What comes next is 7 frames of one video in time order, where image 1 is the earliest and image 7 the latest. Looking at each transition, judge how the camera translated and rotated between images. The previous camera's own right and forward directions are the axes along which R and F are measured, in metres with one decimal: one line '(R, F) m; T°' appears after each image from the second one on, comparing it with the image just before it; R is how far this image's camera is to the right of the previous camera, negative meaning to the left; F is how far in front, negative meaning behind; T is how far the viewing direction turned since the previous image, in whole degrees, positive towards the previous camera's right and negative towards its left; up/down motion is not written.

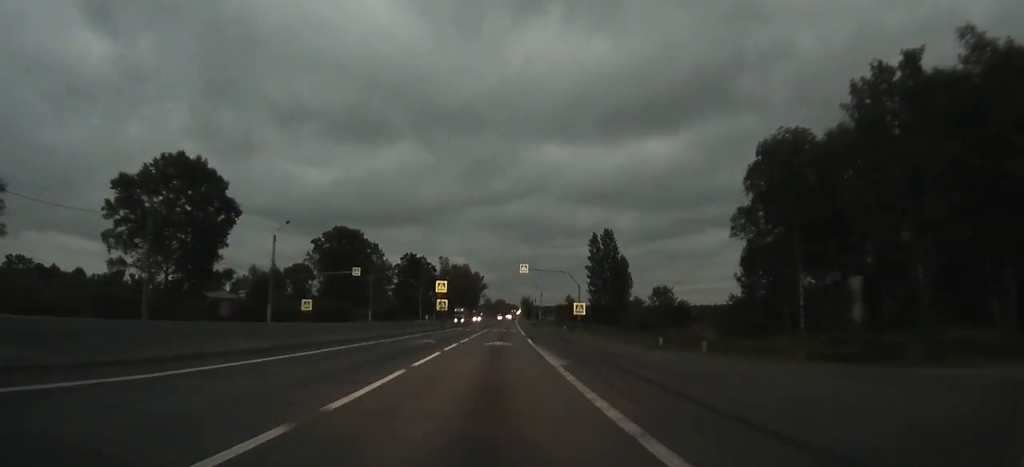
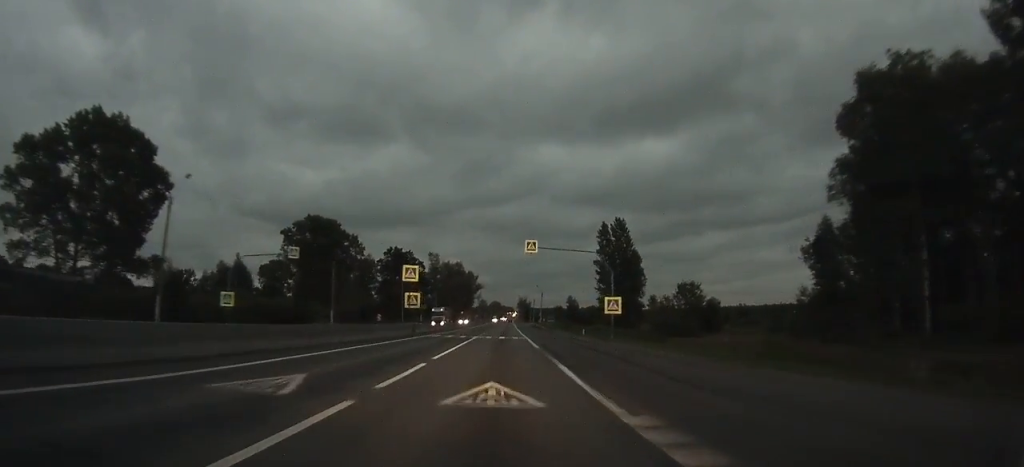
(+0.1, +20.8) m; +1°
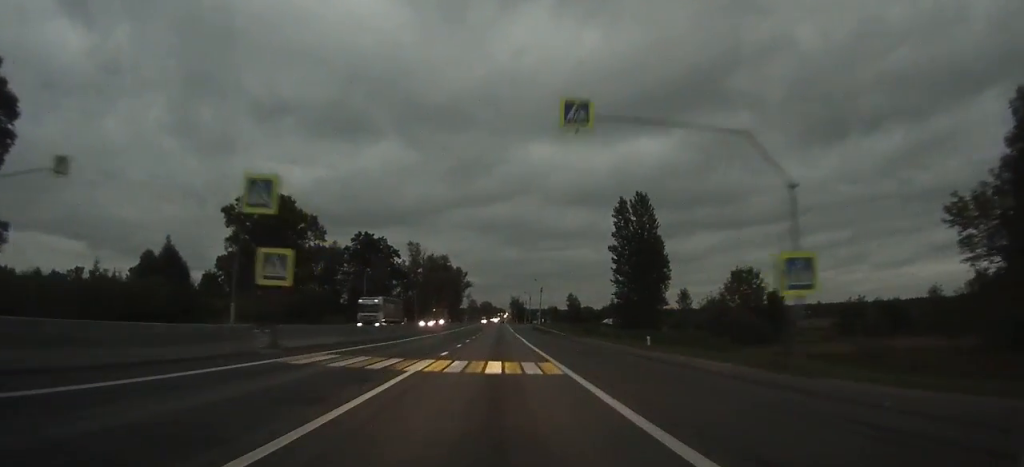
(+0.2, +28.5) m; +1°
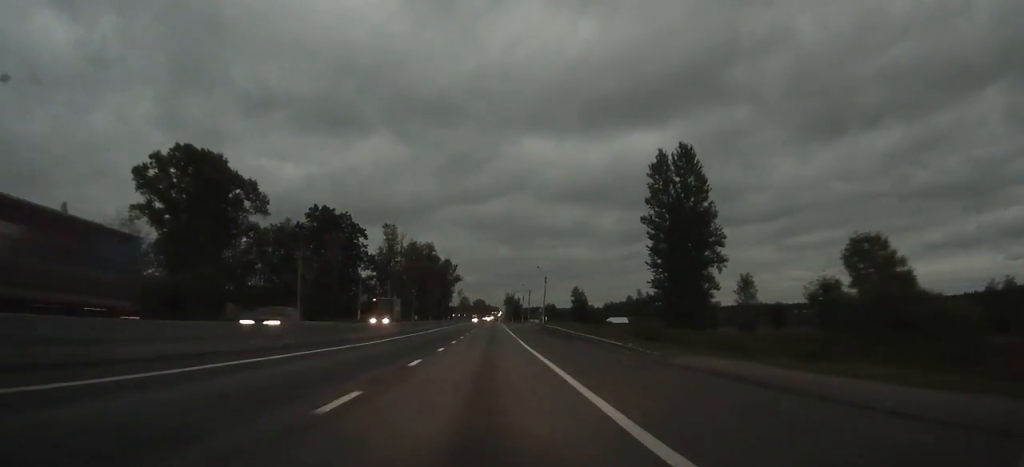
(+0.1, +29.8) m; +1°
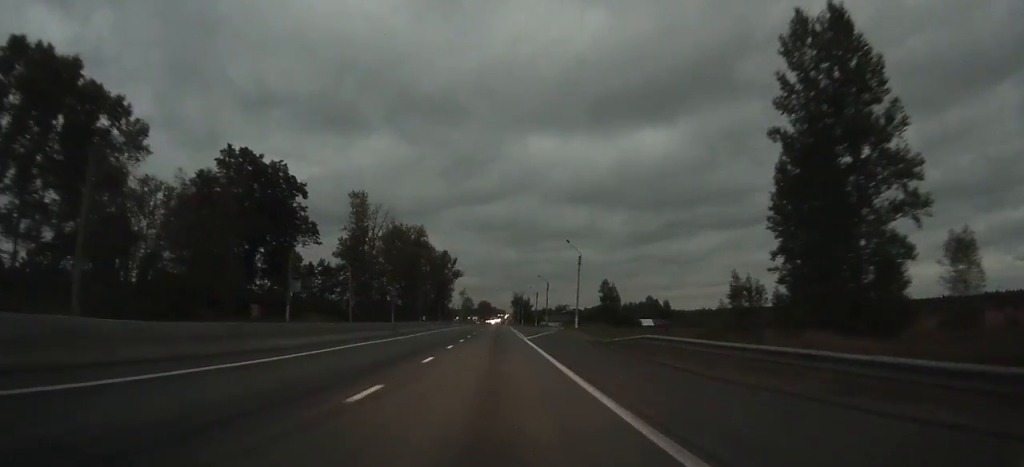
(+0.2, +38.8) m; 0°
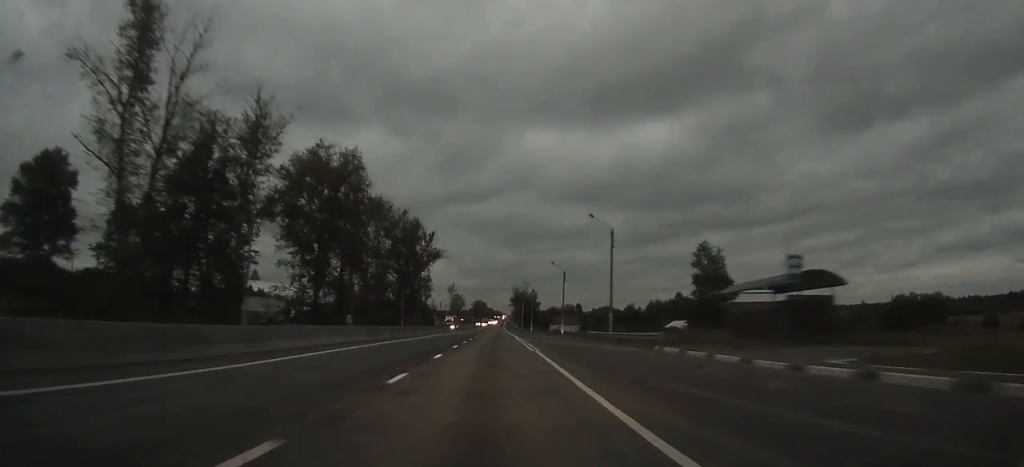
(0.0, +69.4) m; 0°
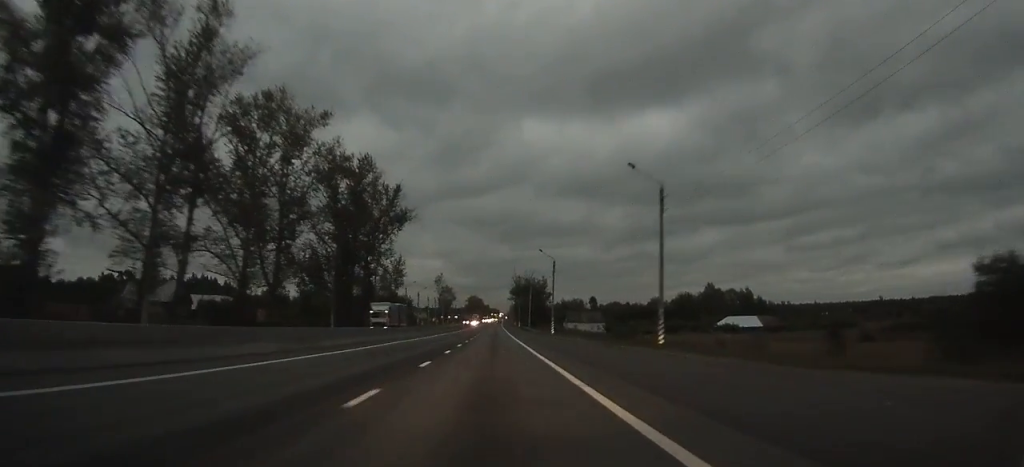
(0.0, +51.2) m; 0°
